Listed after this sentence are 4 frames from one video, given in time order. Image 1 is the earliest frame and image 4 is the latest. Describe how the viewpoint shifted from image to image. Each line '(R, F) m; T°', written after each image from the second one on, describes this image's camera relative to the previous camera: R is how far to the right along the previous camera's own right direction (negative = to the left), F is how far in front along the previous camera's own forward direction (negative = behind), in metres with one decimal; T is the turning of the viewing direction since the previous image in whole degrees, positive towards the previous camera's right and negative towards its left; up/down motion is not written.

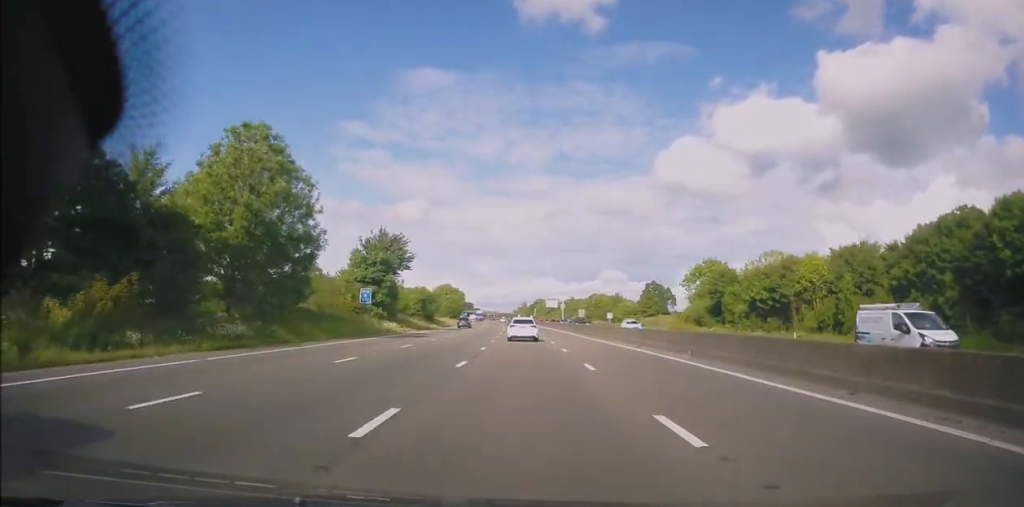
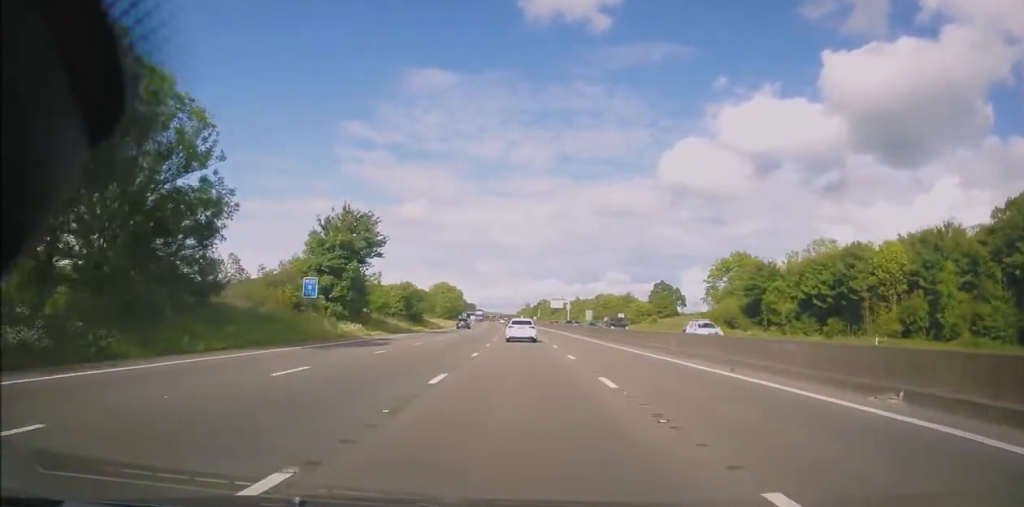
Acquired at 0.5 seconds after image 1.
(0.0, +13.4) m; 0°
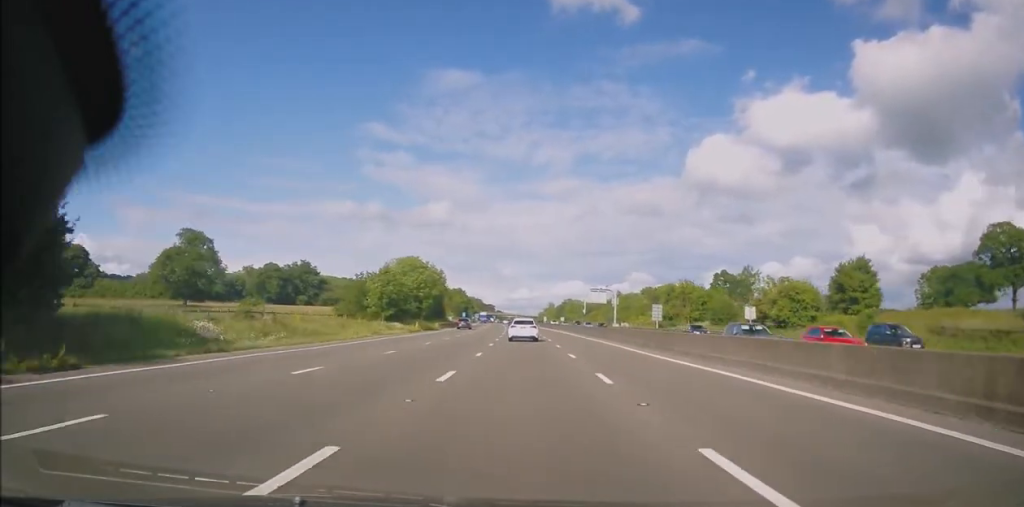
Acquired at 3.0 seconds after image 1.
(-1.2, +71.8) m; -2°
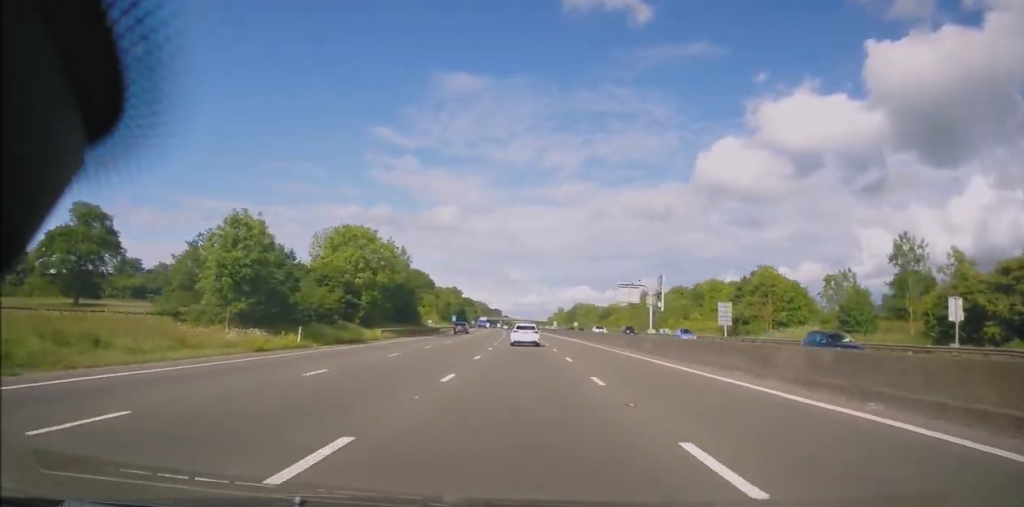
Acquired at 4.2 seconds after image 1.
(-0.2, +35.4) m; -1°
